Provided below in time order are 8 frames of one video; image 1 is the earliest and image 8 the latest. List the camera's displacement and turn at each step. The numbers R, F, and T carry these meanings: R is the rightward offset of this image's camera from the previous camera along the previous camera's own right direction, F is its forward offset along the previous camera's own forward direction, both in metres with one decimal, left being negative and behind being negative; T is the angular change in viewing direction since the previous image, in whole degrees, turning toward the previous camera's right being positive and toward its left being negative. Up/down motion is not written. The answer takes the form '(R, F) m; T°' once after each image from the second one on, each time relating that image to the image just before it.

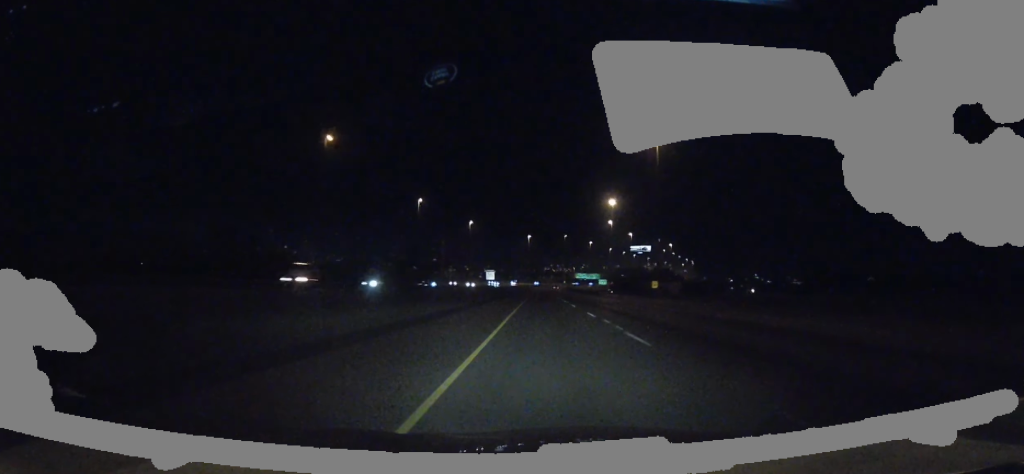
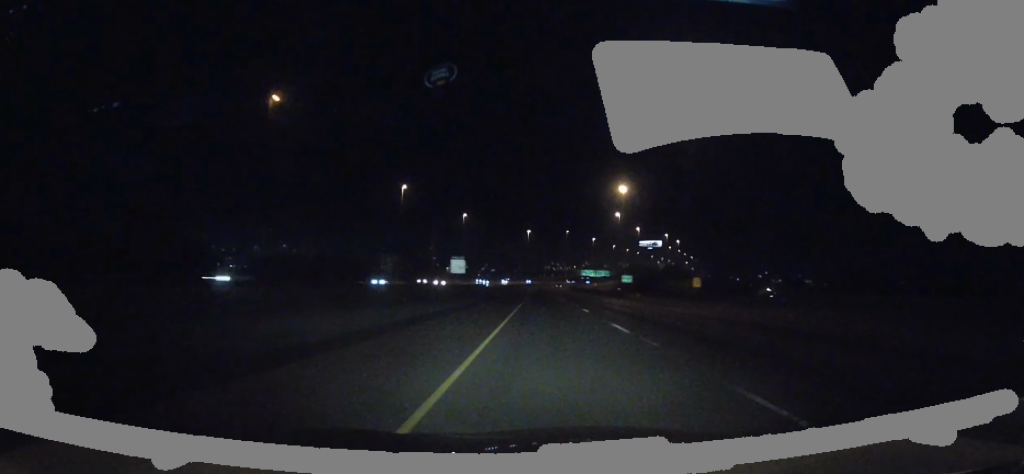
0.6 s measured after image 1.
(+0.2, +33.2) m; 0°
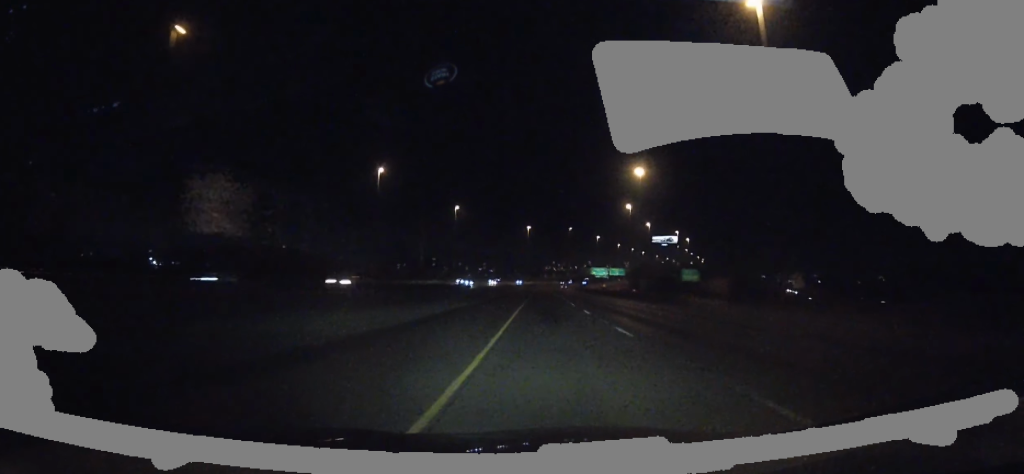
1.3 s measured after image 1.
(-0.2, +36.5) m; -1°
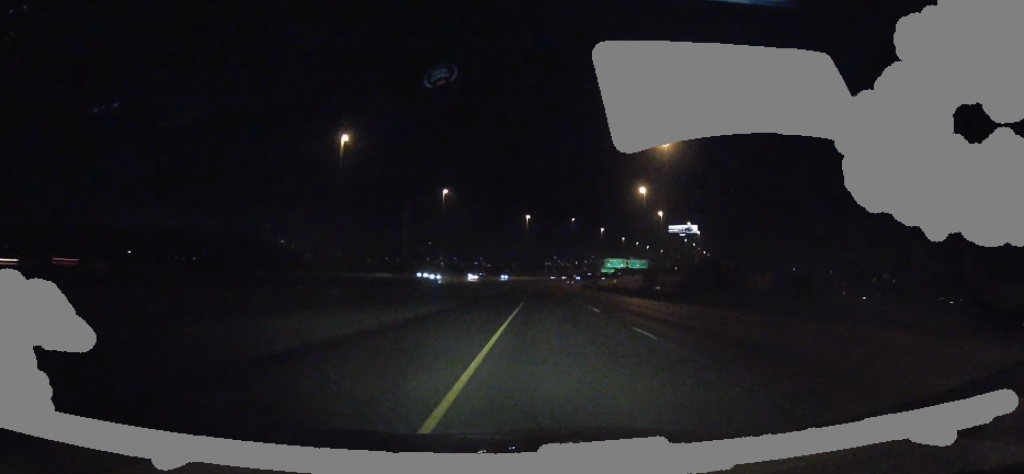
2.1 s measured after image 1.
(-0.3, +39.4) m; 0°
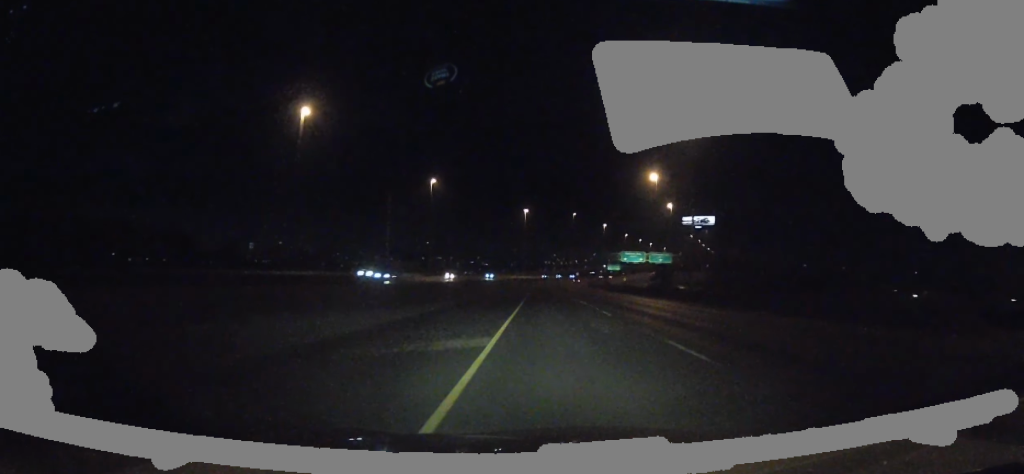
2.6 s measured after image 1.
(-0.2, +27.2) m; 0°
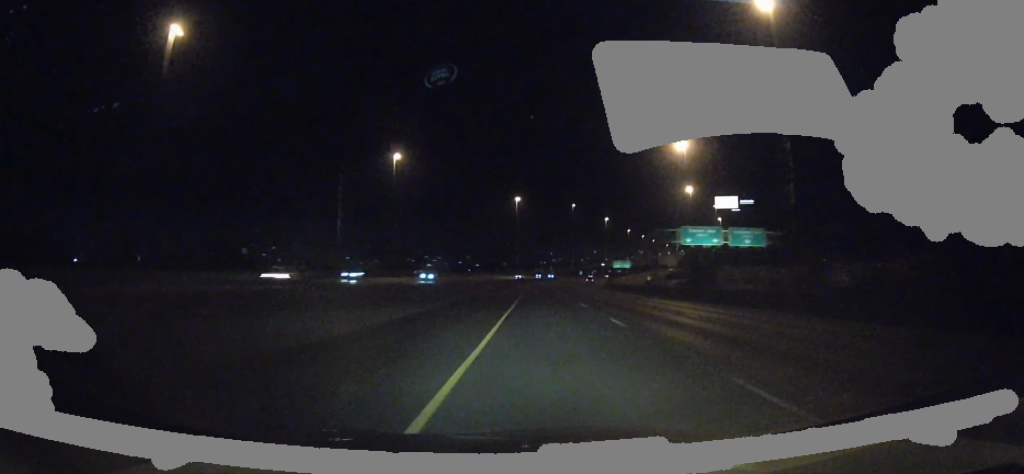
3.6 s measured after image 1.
(+0.6, +54.1) m; +1°
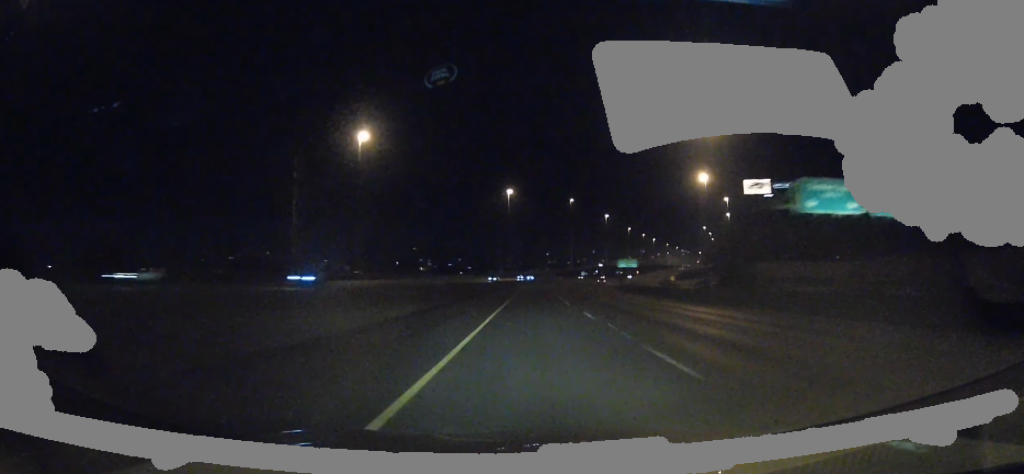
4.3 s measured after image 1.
(+0.2, +32.6) m; +1°
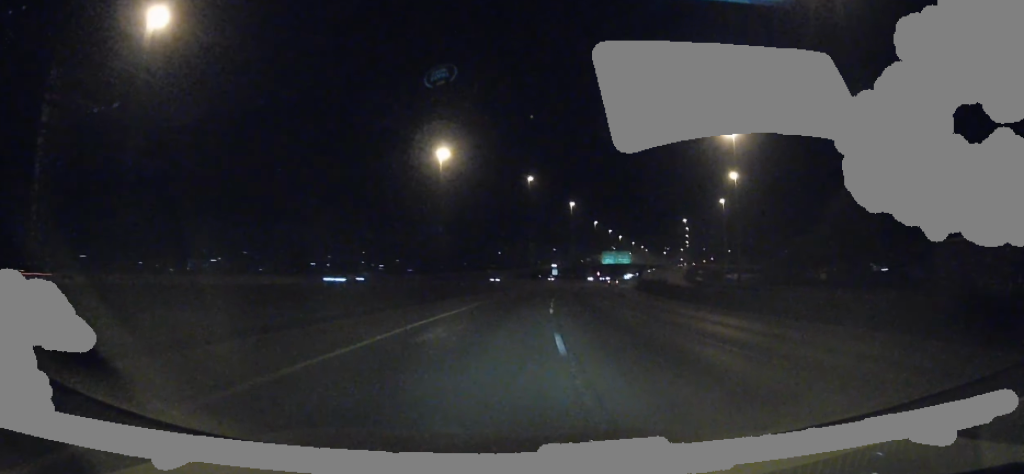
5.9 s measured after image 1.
(+2.0, +82.0) m; +4°
